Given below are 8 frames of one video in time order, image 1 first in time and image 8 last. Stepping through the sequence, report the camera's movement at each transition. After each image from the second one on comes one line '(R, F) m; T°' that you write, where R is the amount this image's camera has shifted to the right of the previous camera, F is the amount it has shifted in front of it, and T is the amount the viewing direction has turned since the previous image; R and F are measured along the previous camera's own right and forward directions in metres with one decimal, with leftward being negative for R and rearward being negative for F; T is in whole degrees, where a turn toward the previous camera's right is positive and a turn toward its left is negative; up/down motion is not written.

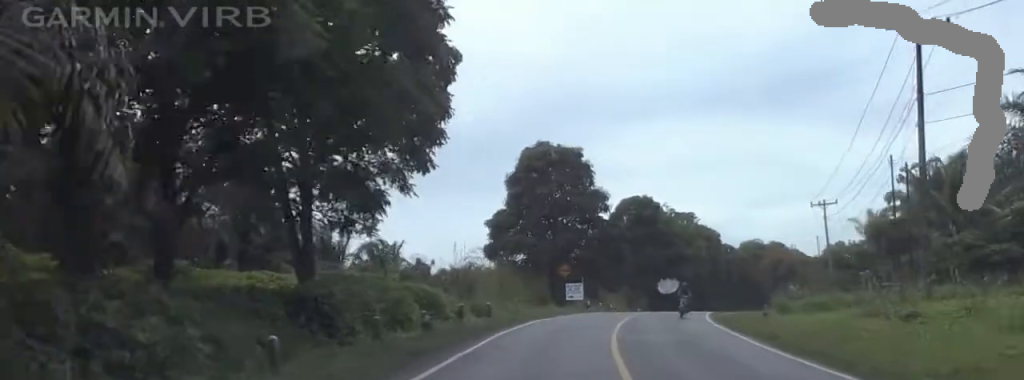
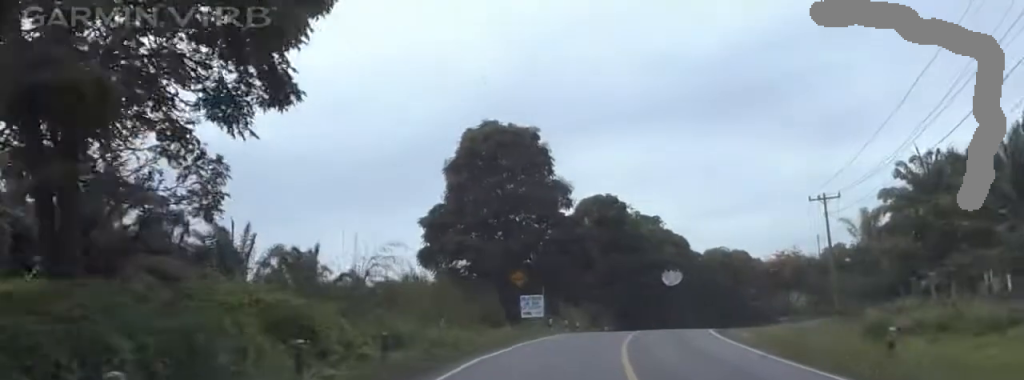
(0.0, +15.0) m; +2°
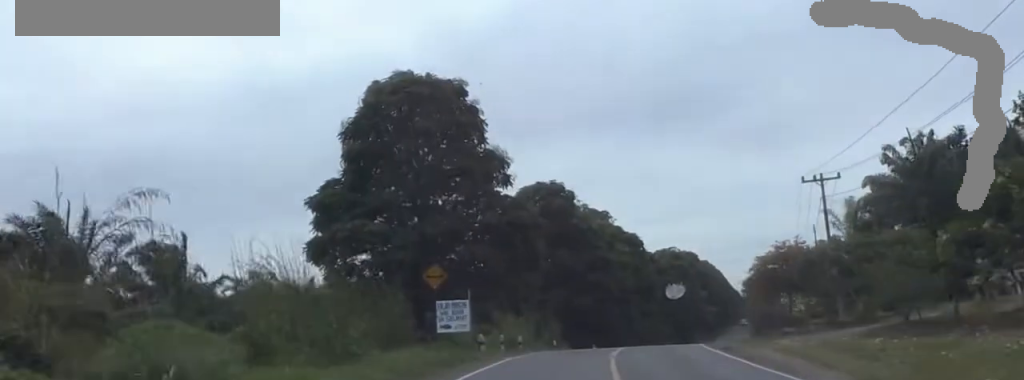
(+0.6, +15.4) m; +5°
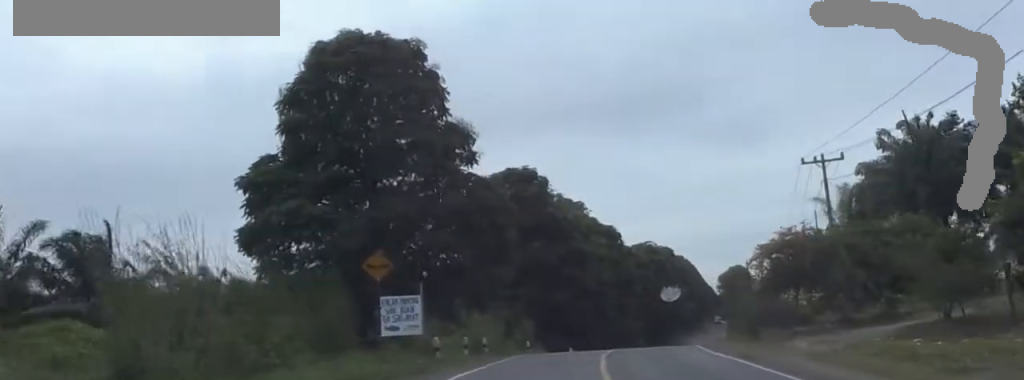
(+0.8, +6.5) m; -1°
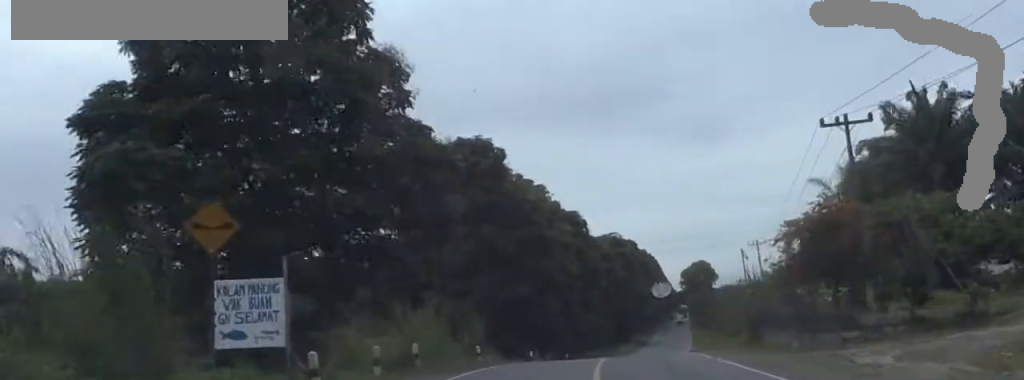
(-0.5, +11.3) m; 0°
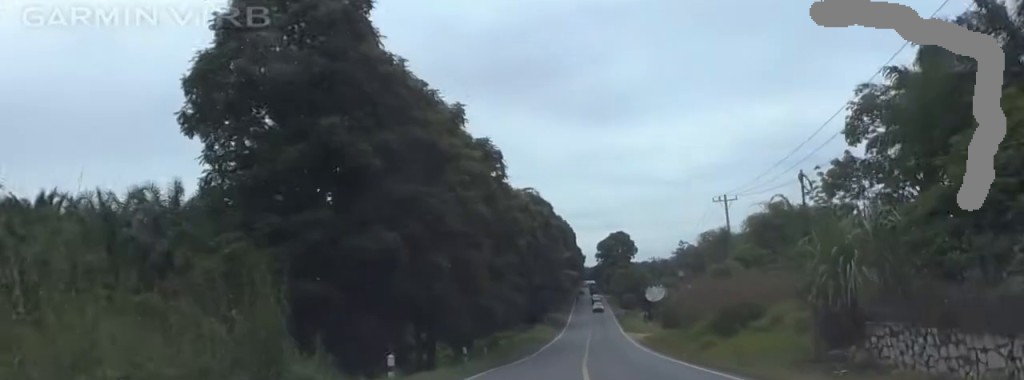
(+2.3, +26.4) m; +13°
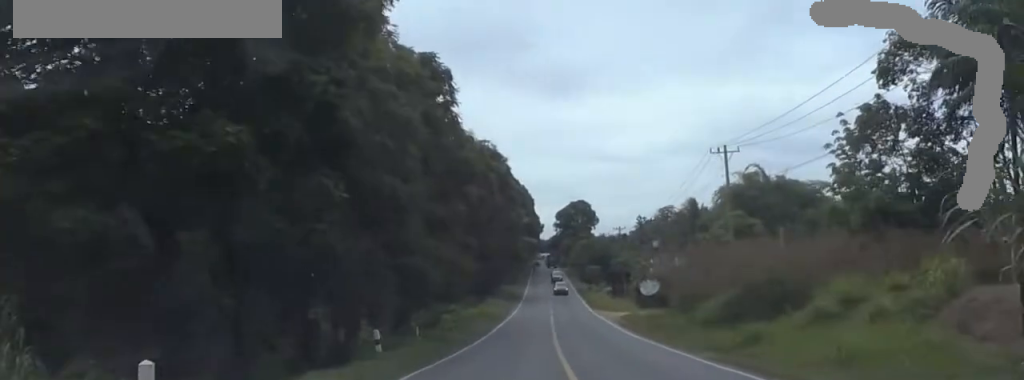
(+0.6, +14.2) m; 0°
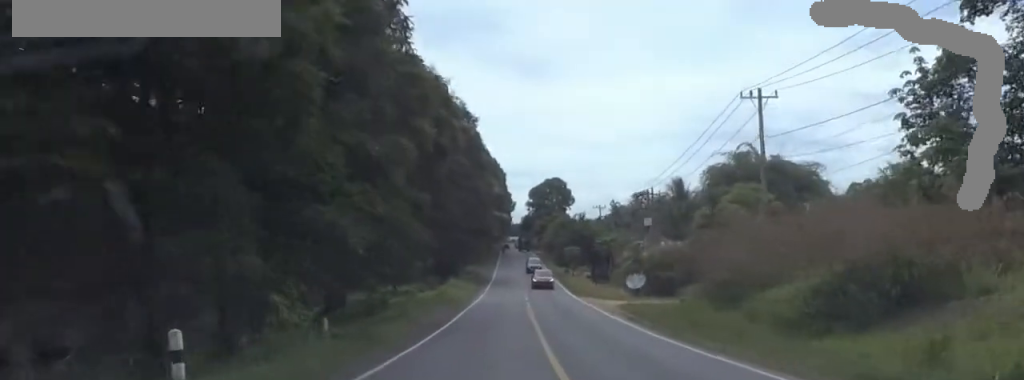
(-0.8, +13.6) m; 0°
